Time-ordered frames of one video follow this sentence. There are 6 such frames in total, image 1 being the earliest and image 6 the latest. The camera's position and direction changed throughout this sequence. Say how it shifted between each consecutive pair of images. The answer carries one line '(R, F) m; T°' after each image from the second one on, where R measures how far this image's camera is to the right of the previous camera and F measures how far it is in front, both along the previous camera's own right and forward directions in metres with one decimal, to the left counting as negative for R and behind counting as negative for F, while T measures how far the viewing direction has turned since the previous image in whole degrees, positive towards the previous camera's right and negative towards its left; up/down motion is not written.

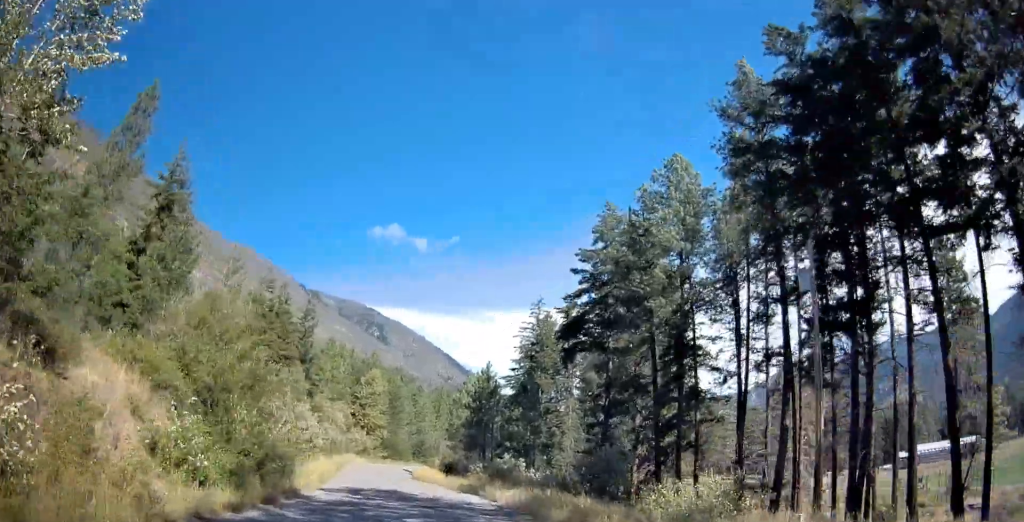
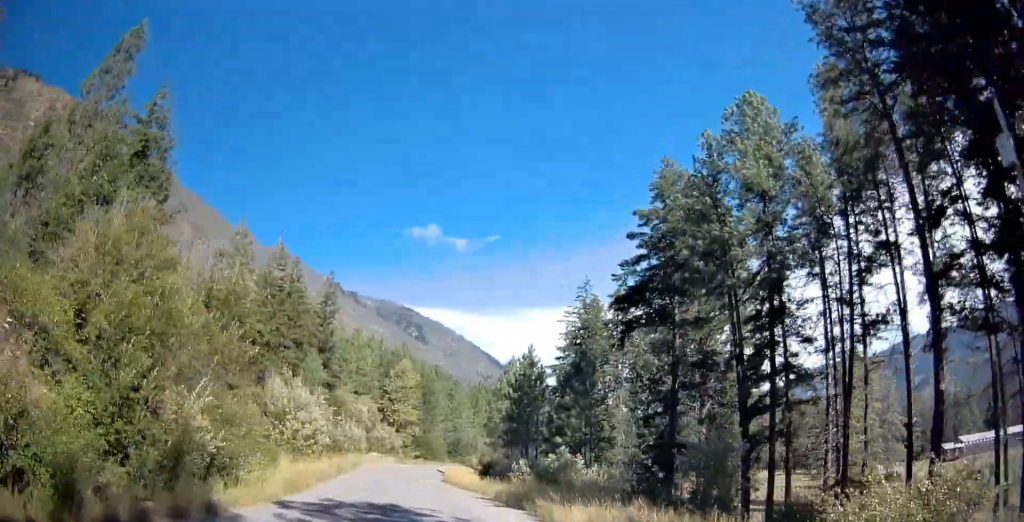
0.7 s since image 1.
(-0.4, +8.7) m; -3°
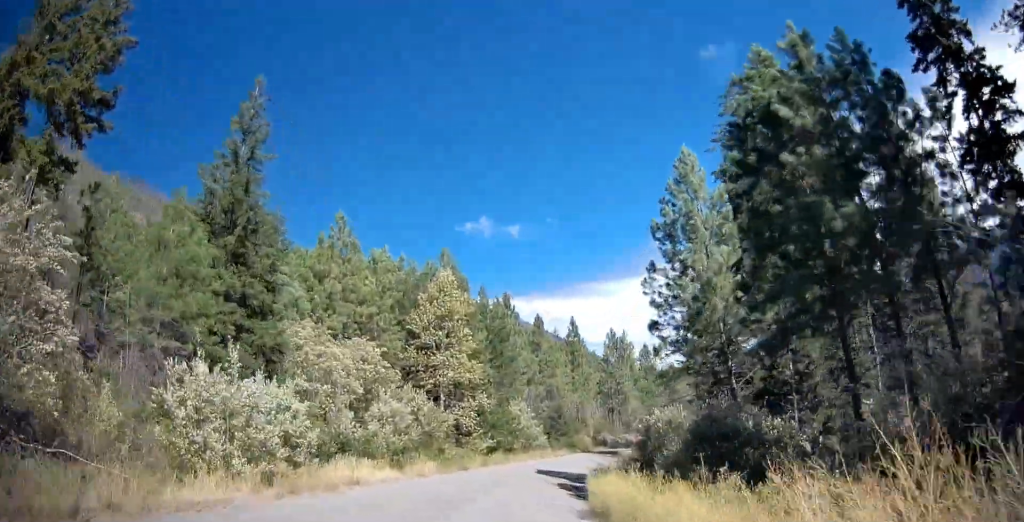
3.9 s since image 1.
(-4.6, +43.3) m; -11°
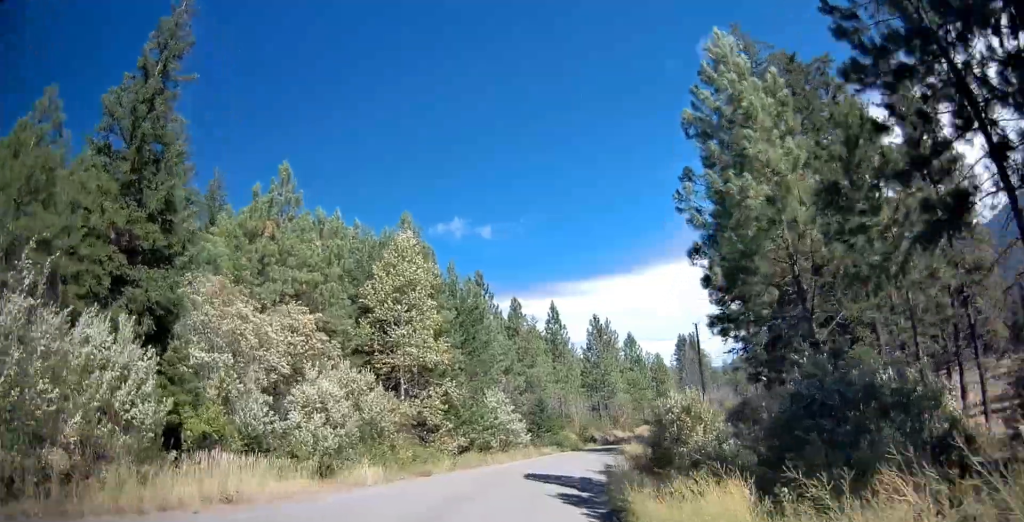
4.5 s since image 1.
(+0.1, +8.8) m; +1°
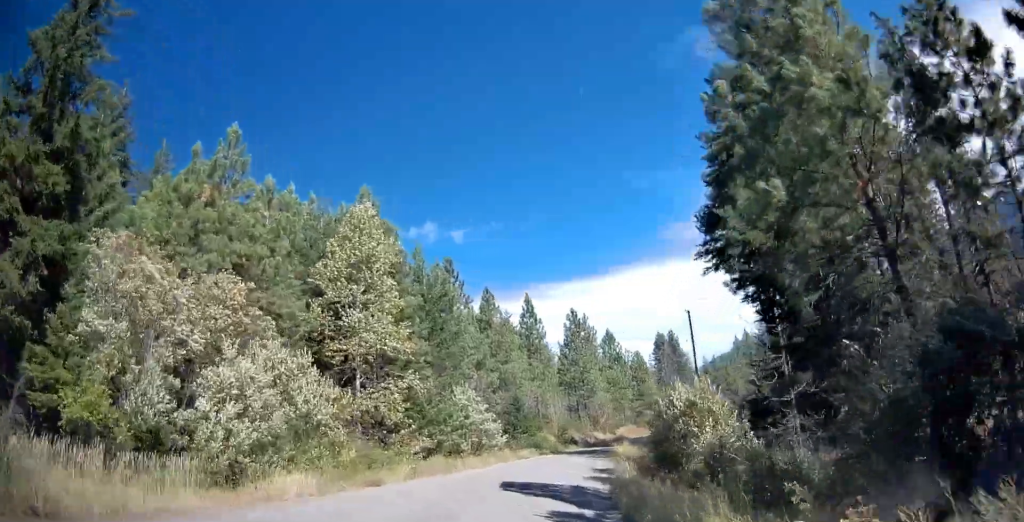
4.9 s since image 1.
(+0.1, +5.6) m; +1°
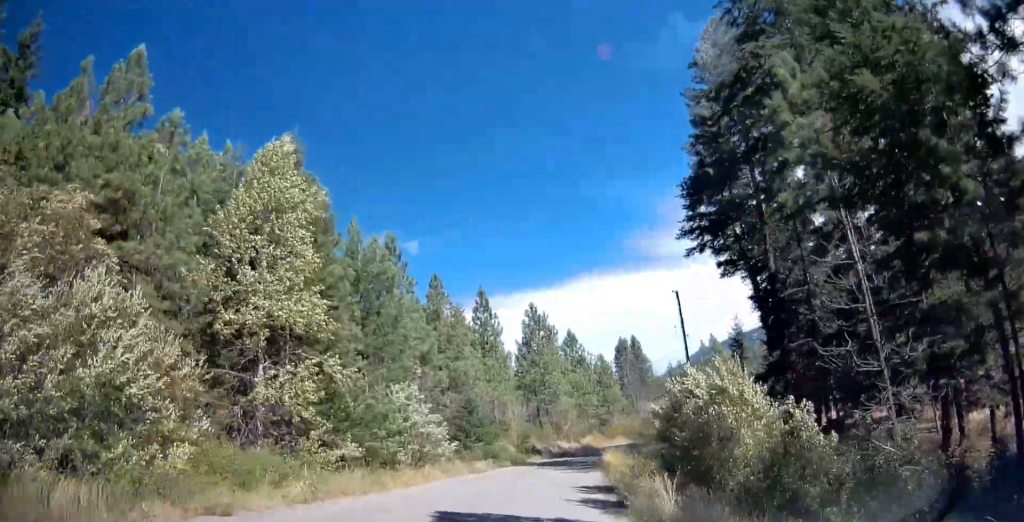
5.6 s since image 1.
(+0.1, +8.7) m; +3°
